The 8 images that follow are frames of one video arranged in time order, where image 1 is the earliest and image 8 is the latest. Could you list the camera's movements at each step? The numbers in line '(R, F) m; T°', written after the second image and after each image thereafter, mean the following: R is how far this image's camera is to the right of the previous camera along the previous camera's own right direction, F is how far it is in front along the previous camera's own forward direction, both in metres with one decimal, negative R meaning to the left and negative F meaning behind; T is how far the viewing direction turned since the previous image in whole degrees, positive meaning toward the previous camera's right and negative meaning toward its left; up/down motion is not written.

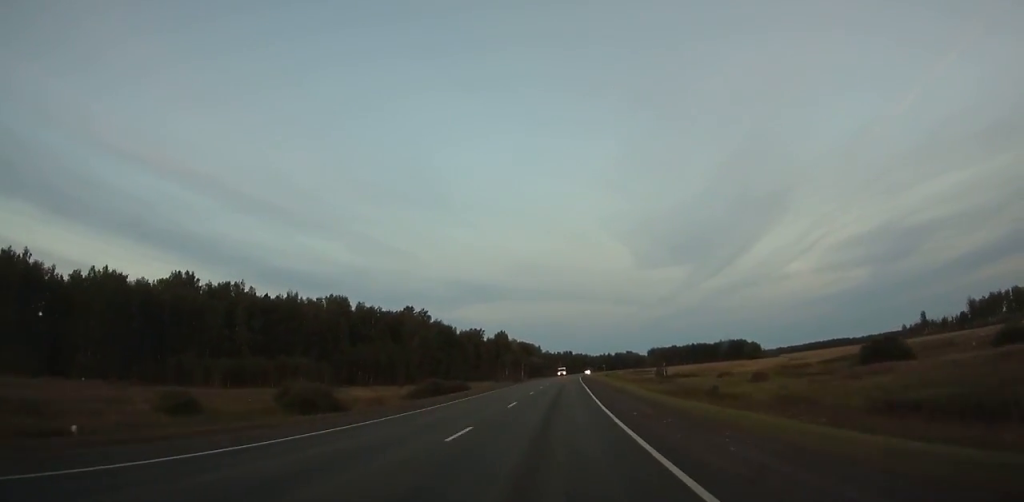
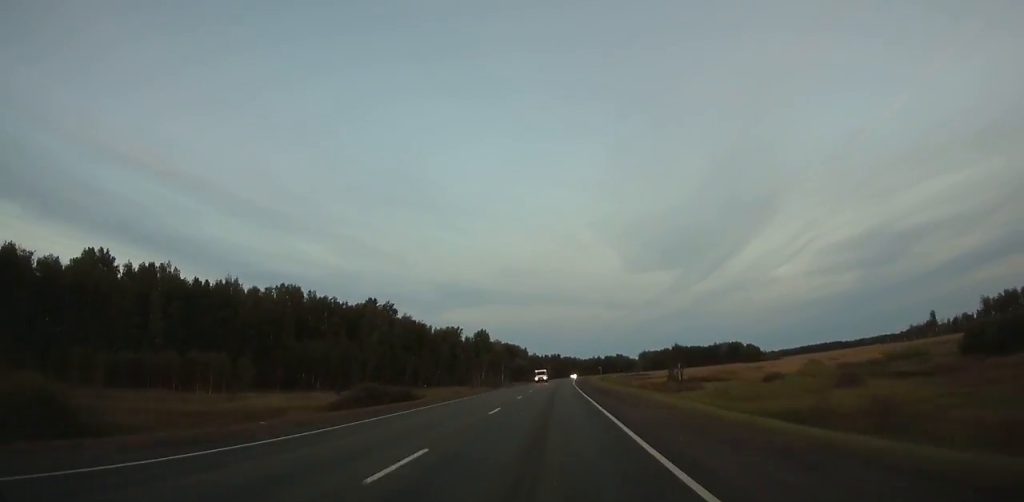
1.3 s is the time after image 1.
(+0.2, +29.5) m; 0°
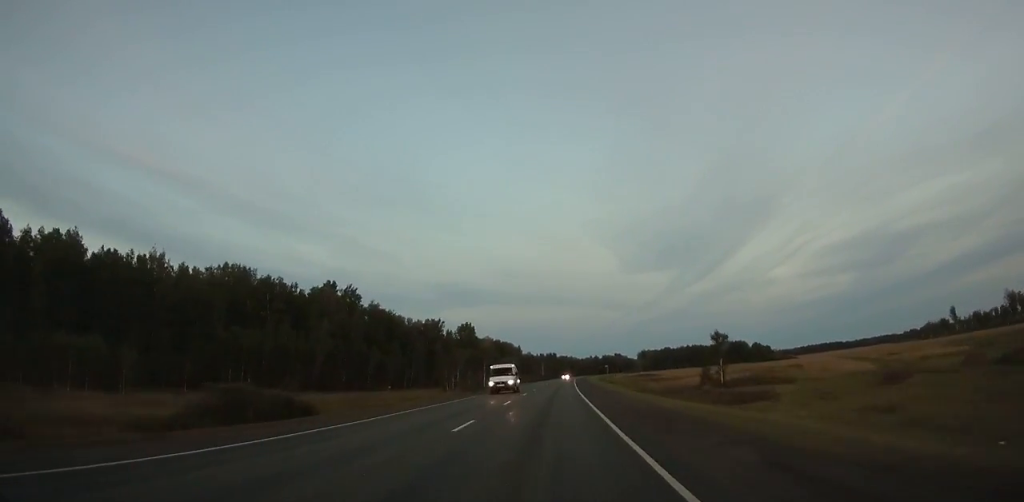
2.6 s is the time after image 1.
(+0.1, +29.6) m; 0°
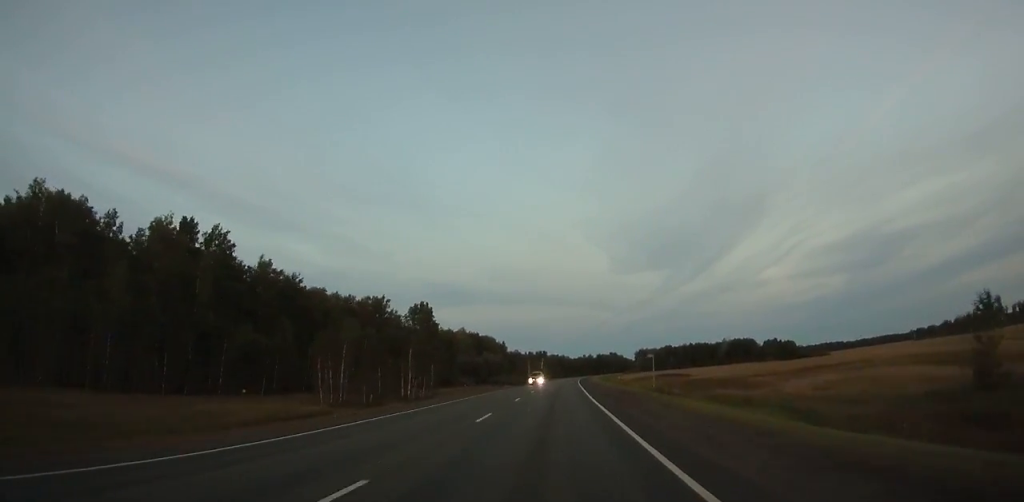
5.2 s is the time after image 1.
(+0.4, +59.4) m; +1°
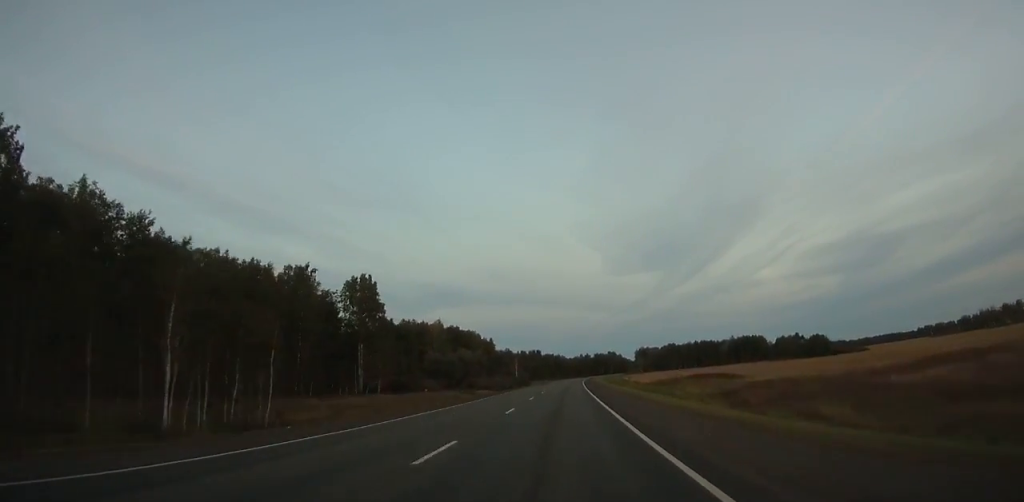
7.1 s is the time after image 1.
(+0.2, +43.7) m; +1°
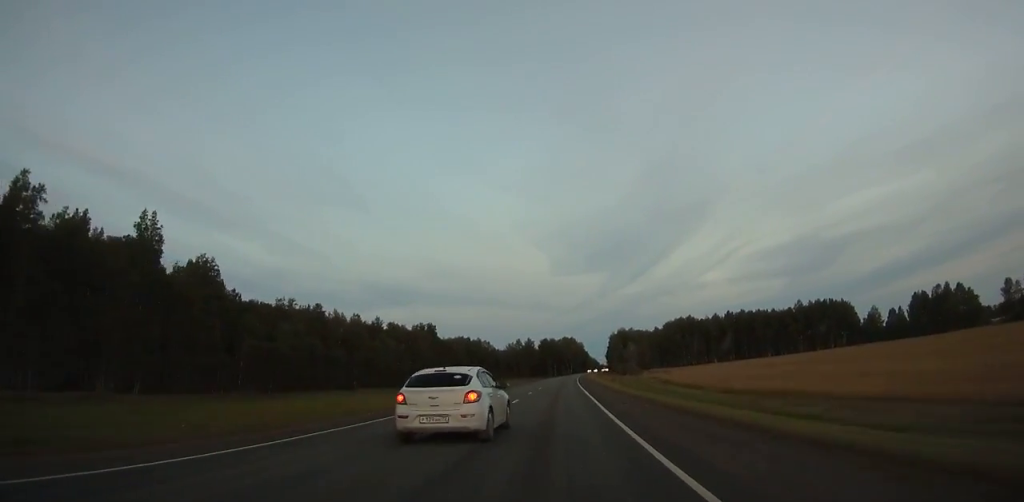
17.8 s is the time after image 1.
(+12.7, +254.5) m; +5°
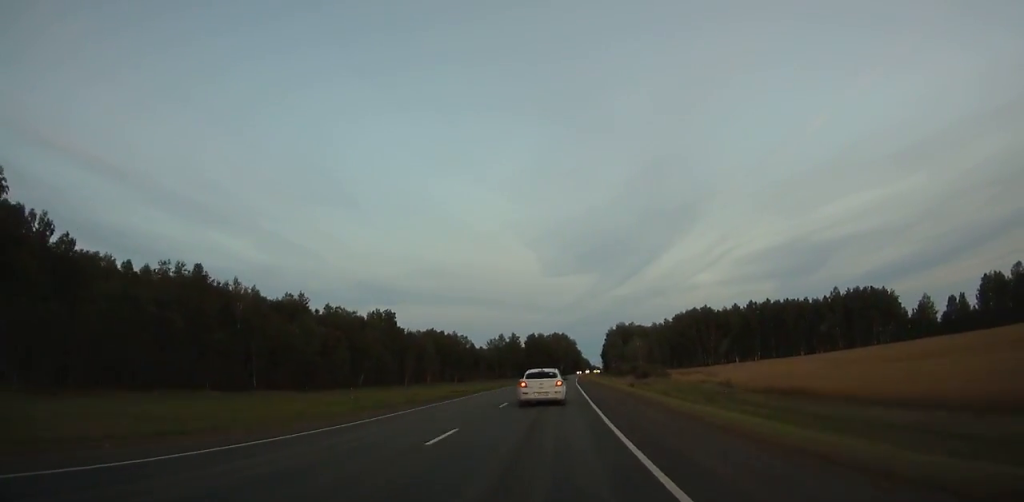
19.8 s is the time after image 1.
(+0.6, +50.0) m; +1°
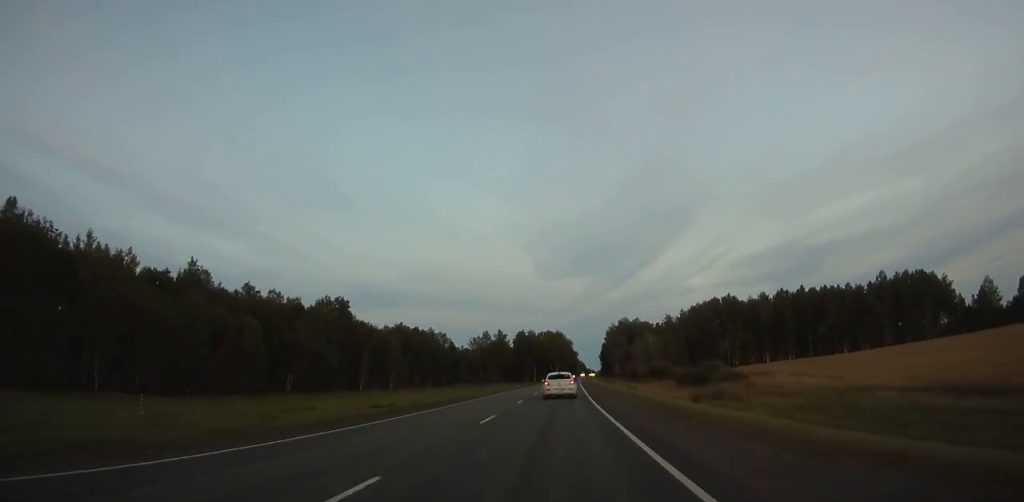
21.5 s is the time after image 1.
(+0.2, +42.9) m; +1°
